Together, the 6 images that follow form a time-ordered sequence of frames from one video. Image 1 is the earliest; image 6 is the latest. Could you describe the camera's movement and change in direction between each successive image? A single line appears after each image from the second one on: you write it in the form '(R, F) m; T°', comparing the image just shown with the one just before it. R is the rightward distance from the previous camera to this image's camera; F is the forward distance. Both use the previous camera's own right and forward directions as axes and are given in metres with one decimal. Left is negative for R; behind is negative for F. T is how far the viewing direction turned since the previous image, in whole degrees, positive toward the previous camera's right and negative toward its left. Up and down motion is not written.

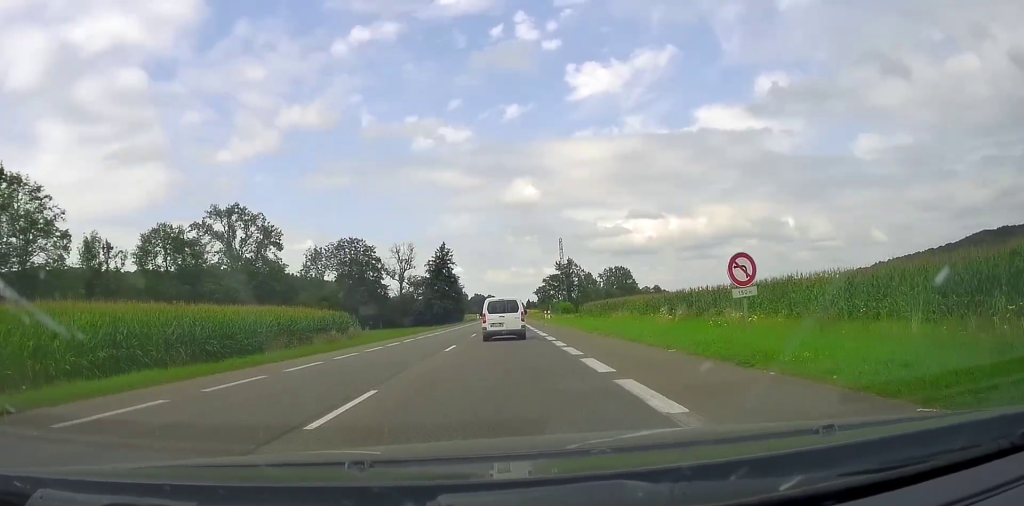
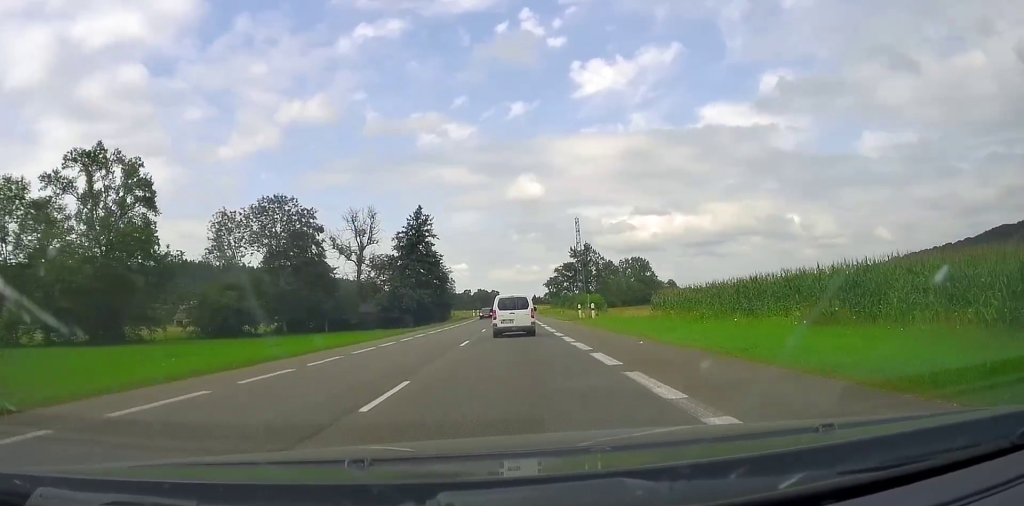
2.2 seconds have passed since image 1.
(-0.4, +40.6) m; -1°
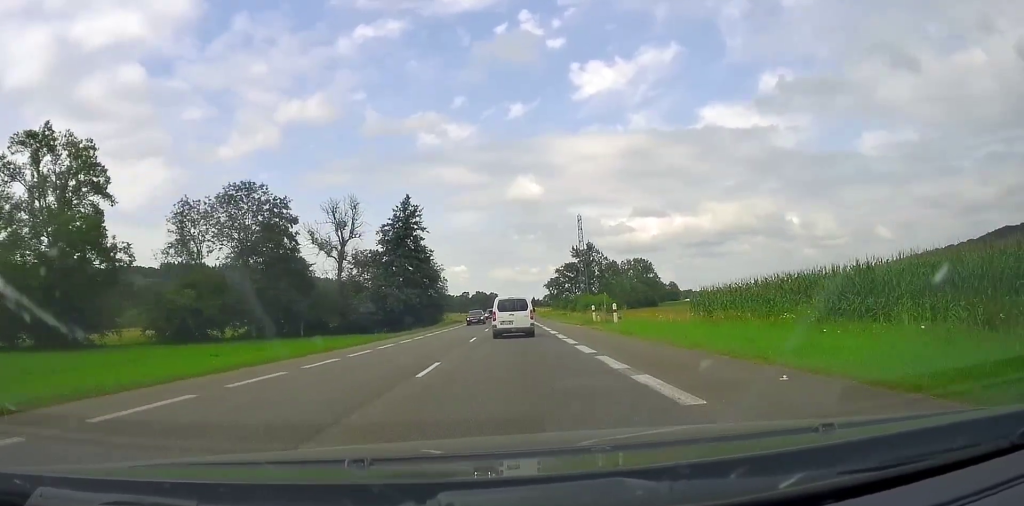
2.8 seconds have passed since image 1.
(0.0, +9.5) m; 0°
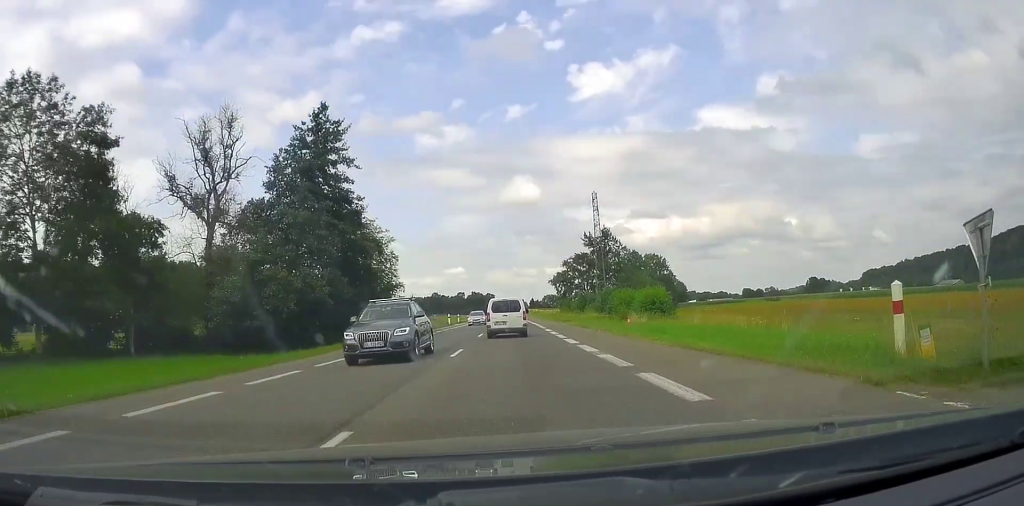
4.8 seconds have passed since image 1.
(+0.6, +34.4) m; +1°
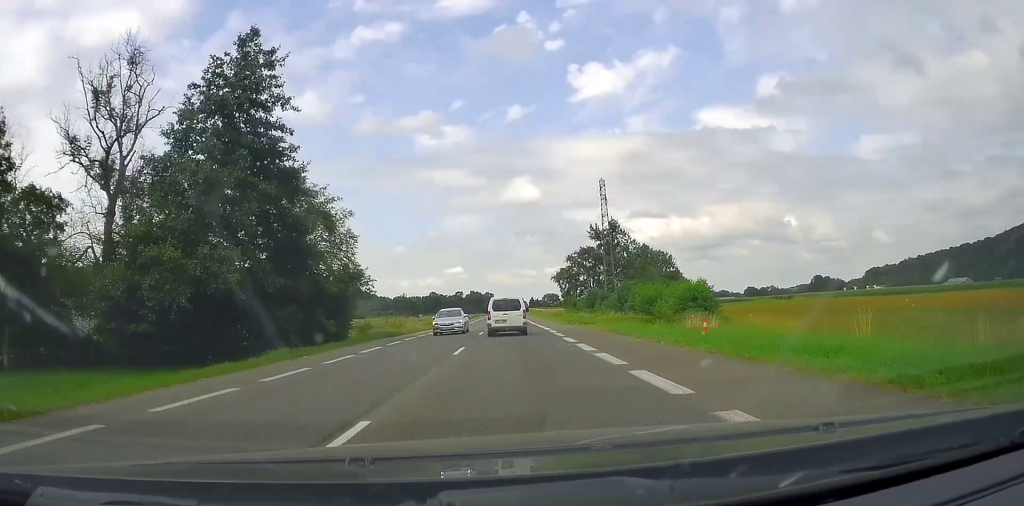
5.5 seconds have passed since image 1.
(0.0, +12.2) m; -1°
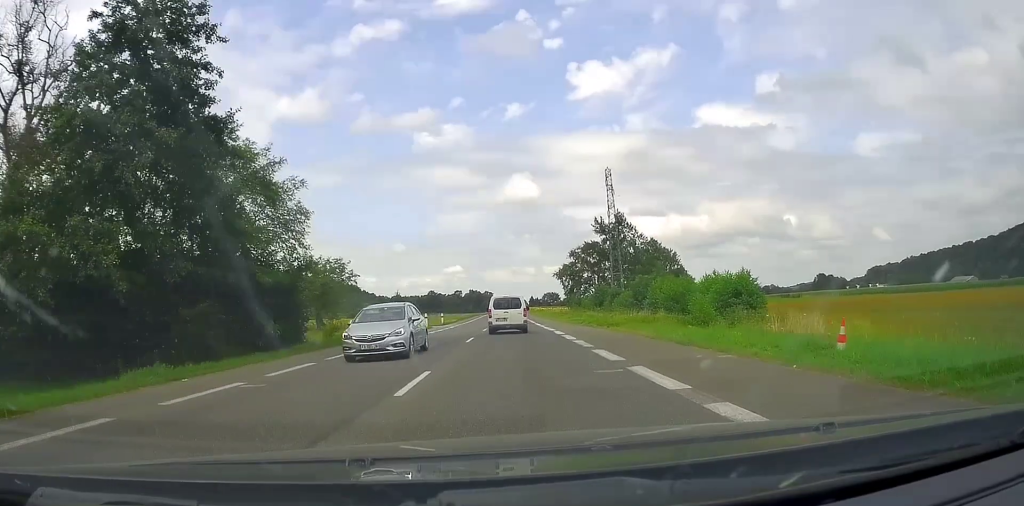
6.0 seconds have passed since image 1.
(-0.2, +8.3) m; 0°
